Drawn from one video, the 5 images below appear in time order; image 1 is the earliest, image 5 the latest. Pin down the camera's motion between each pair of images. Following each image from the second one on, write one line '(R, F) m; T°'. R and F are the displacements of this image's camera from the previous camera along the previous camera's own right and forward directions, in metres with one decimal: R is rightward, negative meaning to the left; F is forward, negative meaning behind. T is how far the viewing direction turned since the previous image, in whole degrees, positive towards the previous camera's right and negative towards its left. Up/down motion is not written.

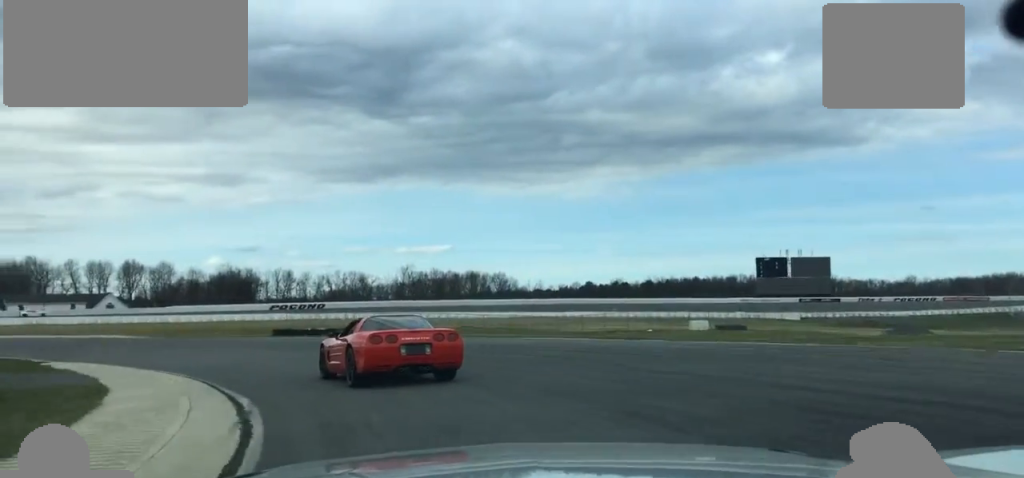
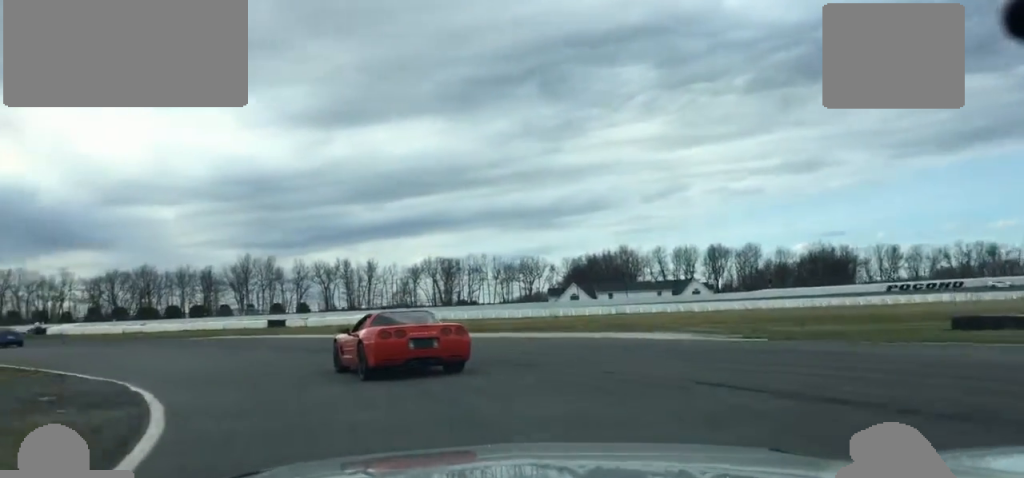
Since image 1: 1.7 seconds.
(-12.0, +33.6) m; -36°
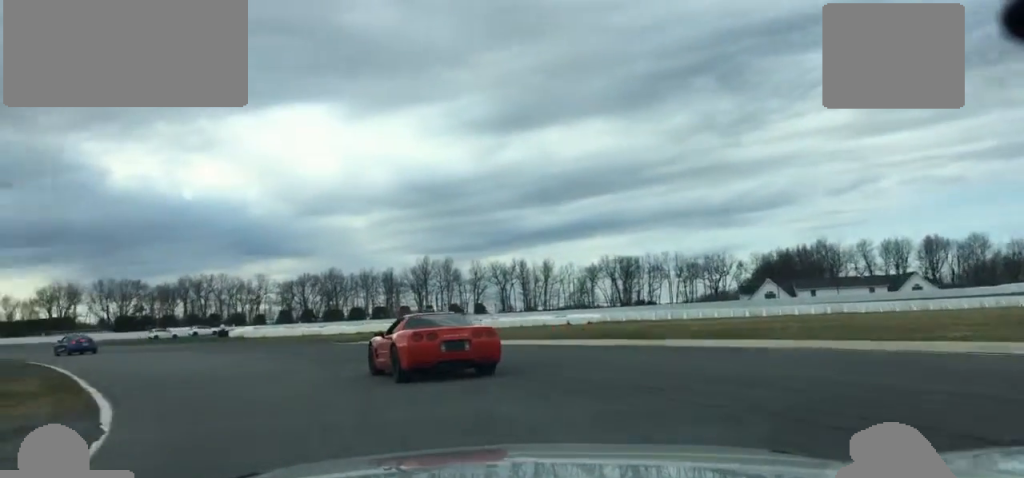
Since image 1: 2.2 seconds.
(-1.7, +10.7) m; -10°
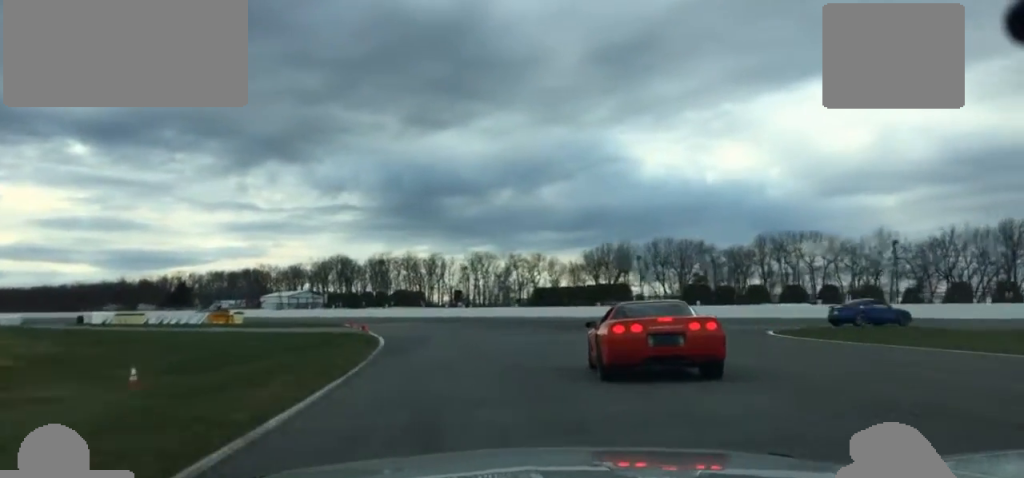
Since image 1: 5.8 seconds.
(-33.7, +70.9) m; -32°
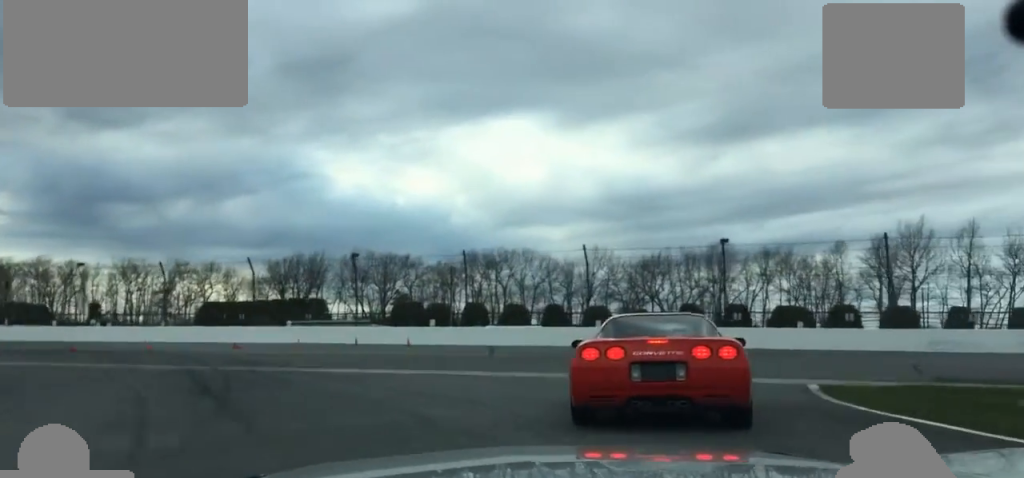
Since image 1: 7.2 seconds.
(+4.2, +25.4) m; +21°
